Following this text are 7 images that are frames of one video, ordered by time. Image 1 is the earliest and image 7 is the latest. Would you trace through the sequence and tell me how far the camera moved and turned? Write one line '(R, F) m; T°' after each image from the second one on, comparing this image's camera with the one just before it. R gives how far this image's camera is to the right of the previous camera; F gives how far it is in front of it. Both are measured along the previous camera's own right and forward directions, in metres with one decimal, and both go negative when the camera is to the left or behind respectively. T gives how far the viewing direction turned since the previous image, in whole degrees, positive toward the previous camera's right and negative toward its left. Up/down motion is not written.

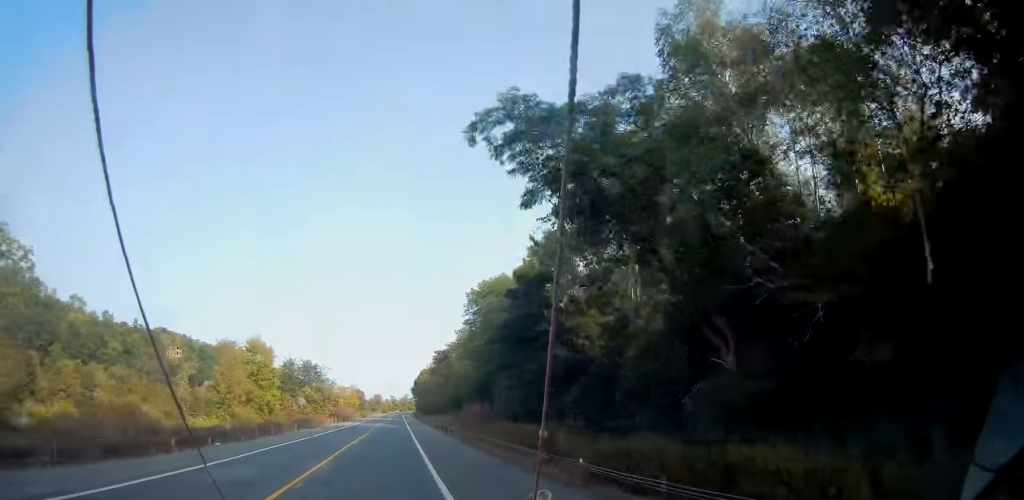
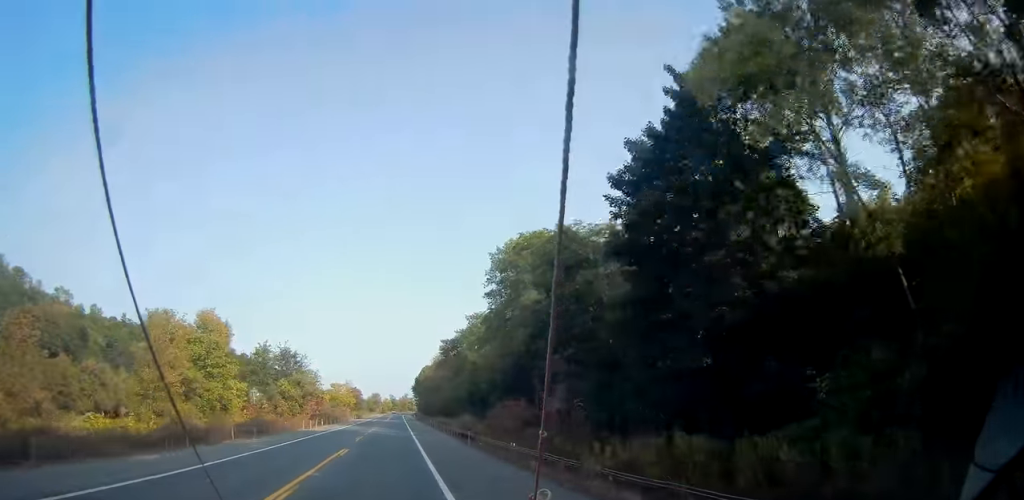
(+0.2, +20.5) m; +1°
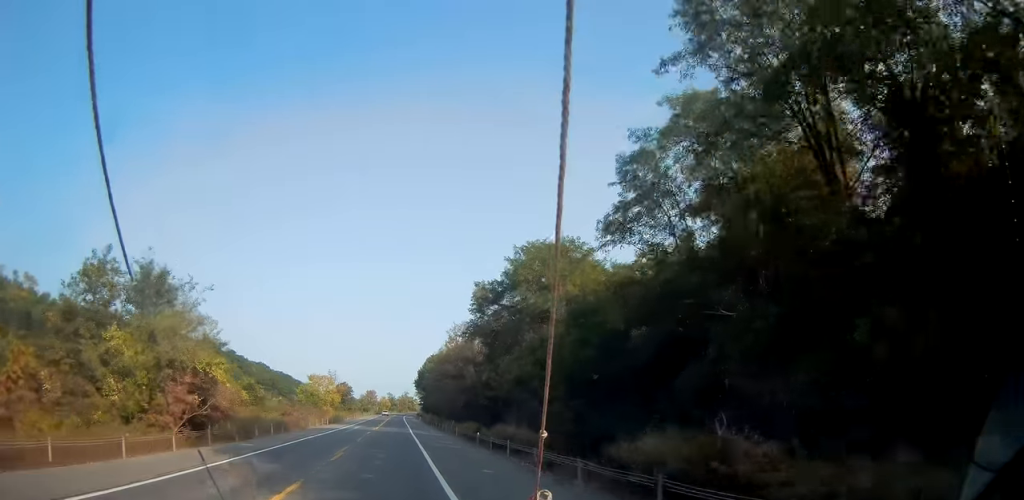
(0.0, +48.1) m; 0°
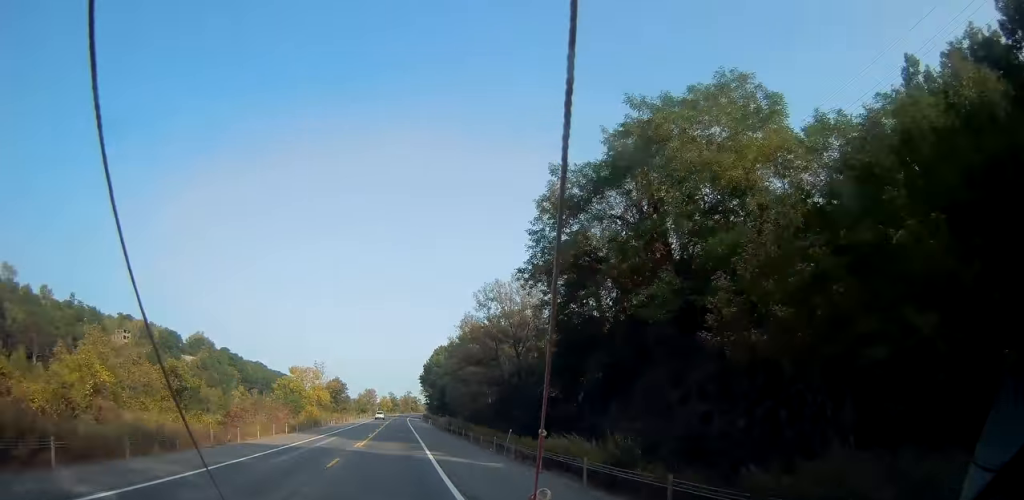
(-0.1, +29.4) m; 0°
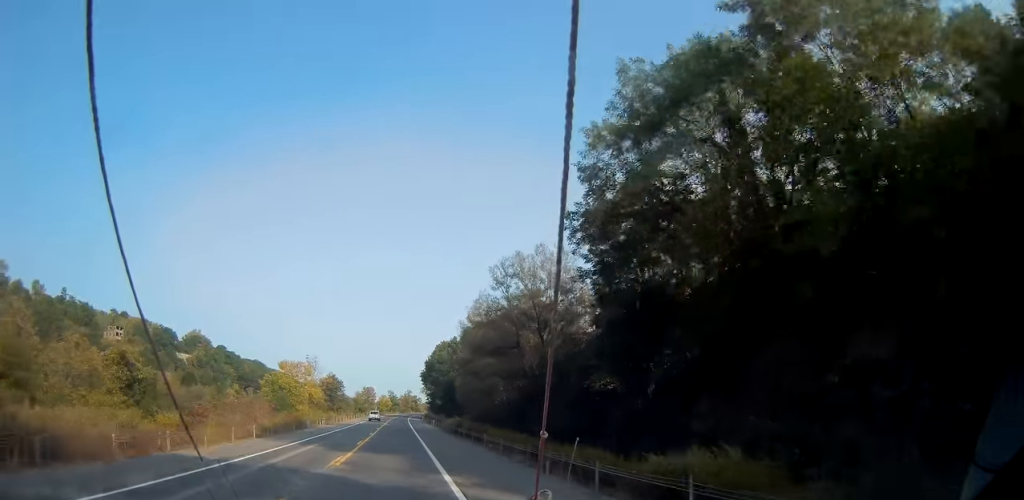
(0.0, +10.7) m; 0°
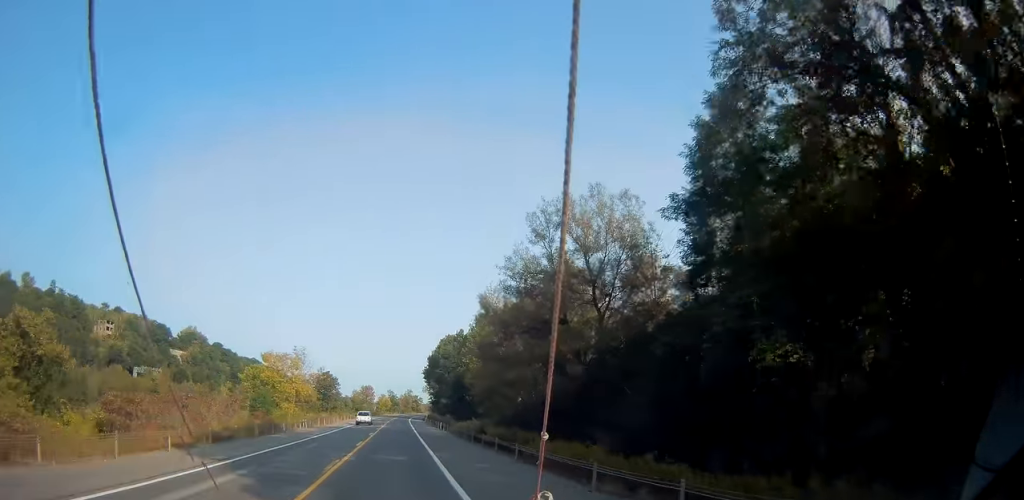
(+0.1, +14.2) m; 0°
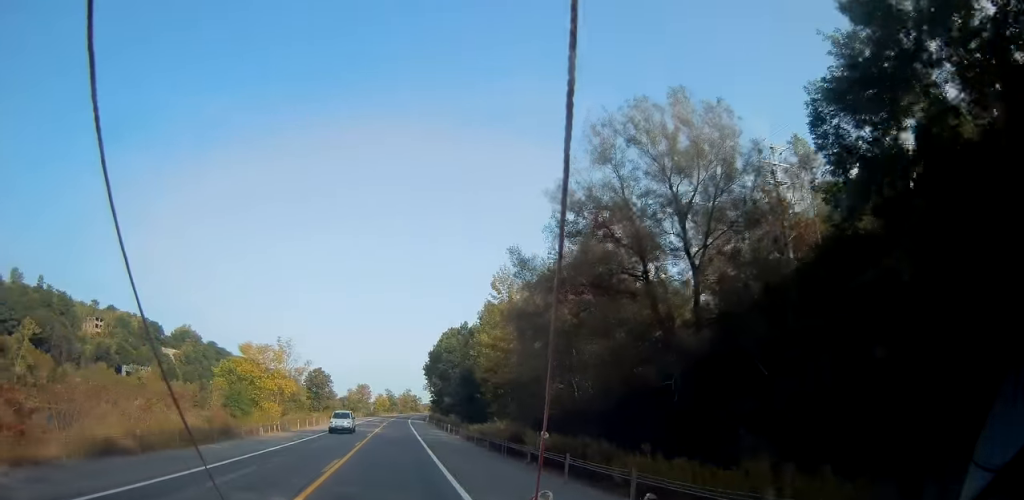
(-0.1, +12.5) m; 0°
